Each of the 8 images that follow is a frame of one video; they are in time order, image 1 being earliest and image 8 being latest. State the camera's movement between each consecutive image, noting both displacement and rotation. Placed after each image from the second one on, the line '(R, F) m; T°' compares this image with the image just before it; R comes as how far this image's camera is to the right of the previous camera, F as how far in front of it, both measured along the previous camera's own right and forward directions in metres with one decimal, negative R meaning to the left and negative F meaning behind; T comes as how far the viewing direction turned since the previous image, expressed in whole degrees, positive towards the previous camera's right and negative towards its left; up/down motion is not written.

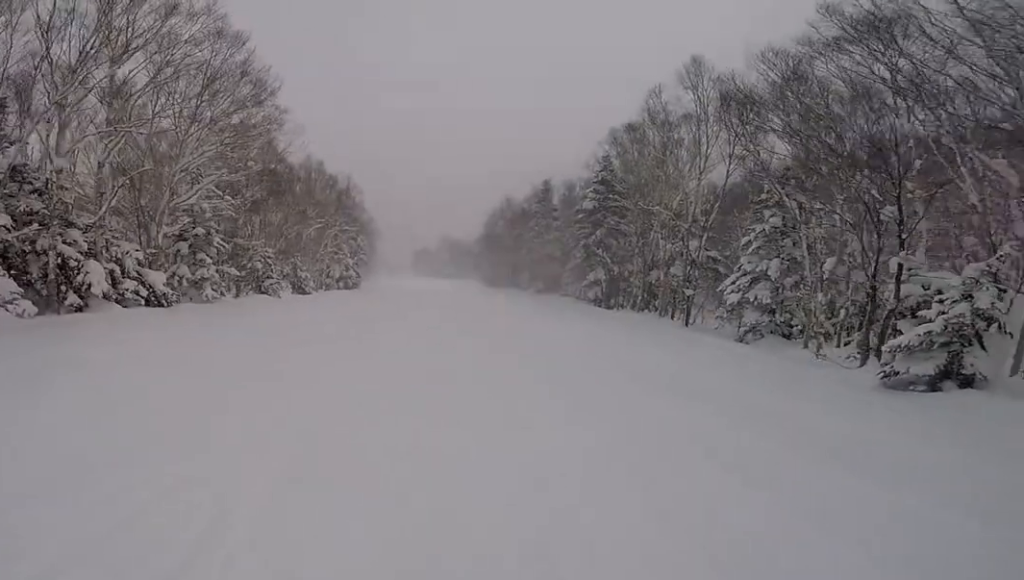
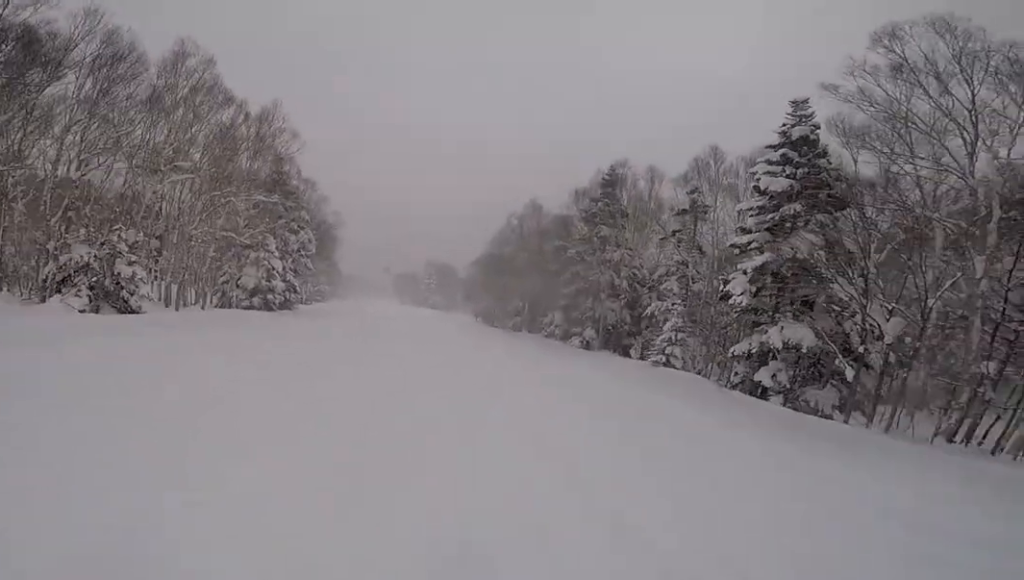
(-1.7, +24.8) m; +2°
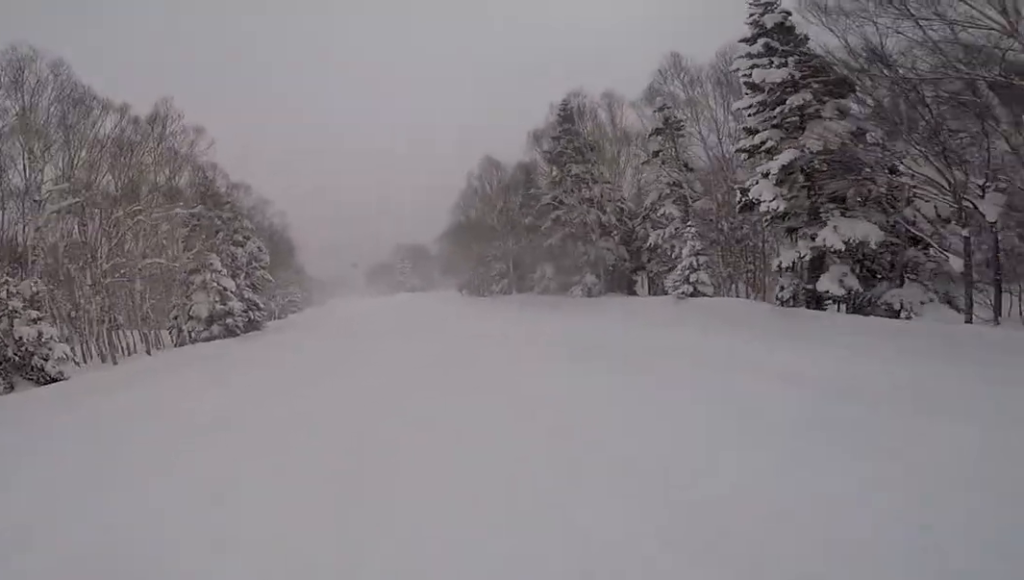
(+0.8, +4.0) m; 0°
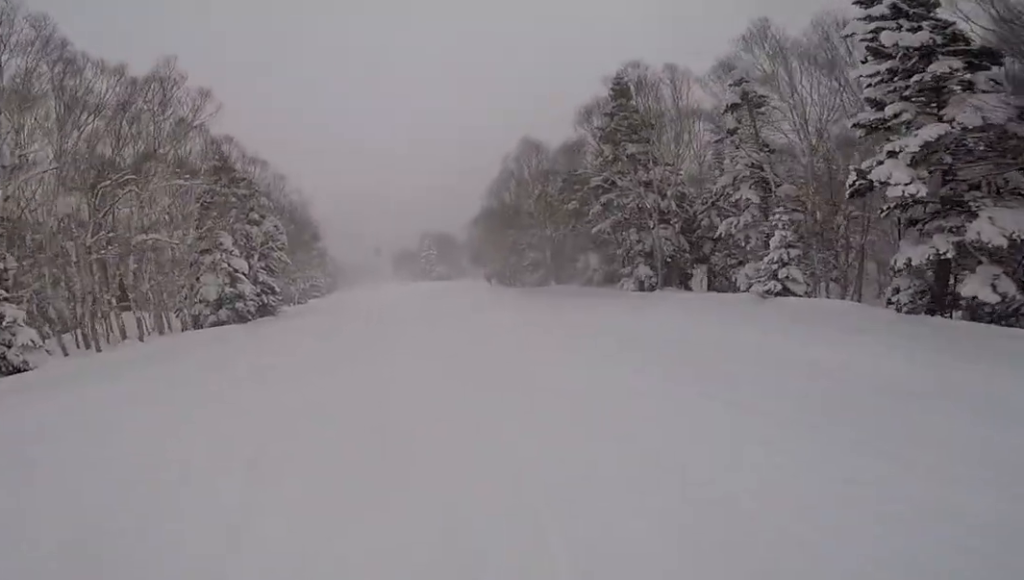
(-0.7, +3.2) m; -2°
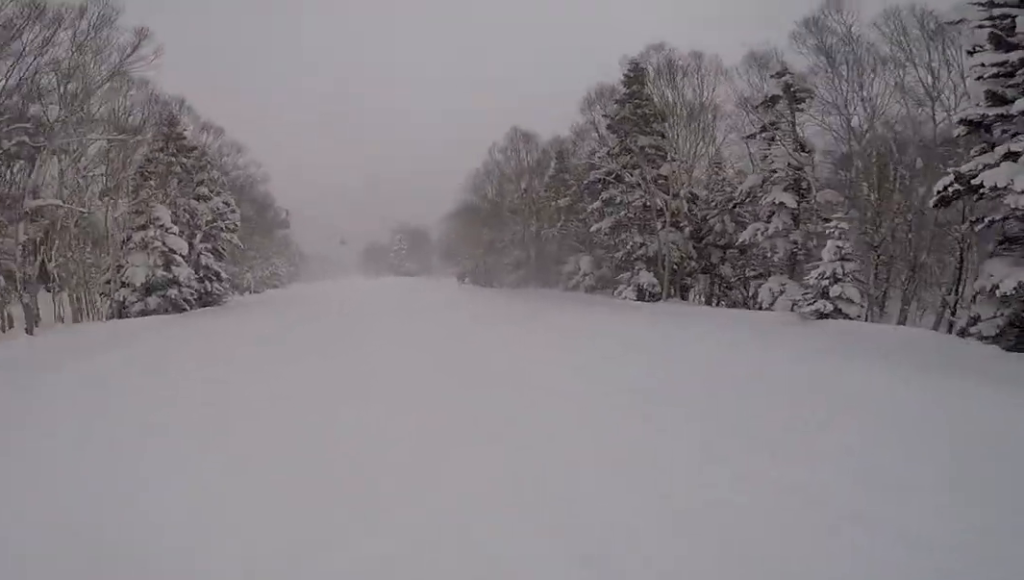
(-0.8, +4.2) m; -3°
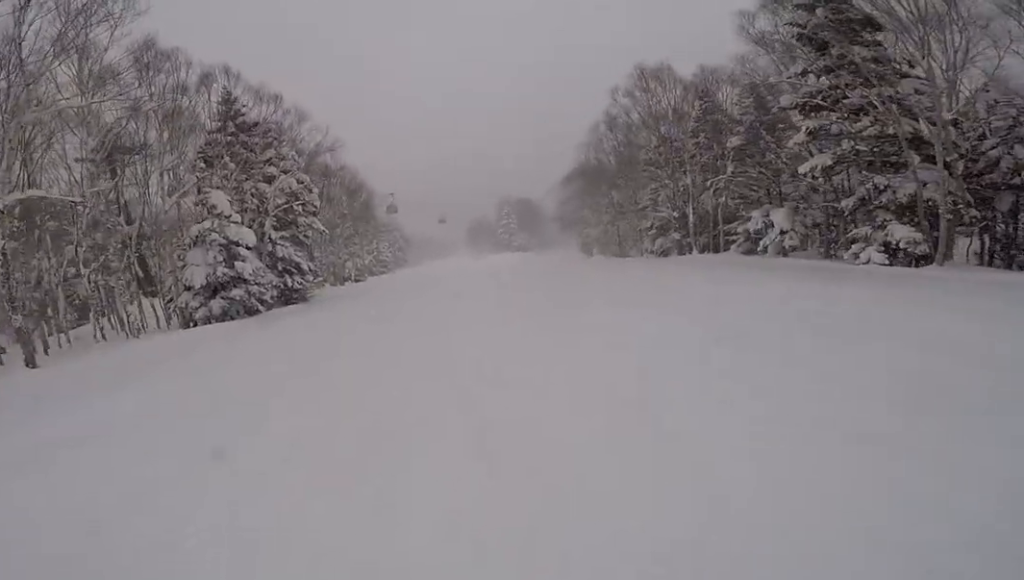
(+0.8, +6.4) m; 0°
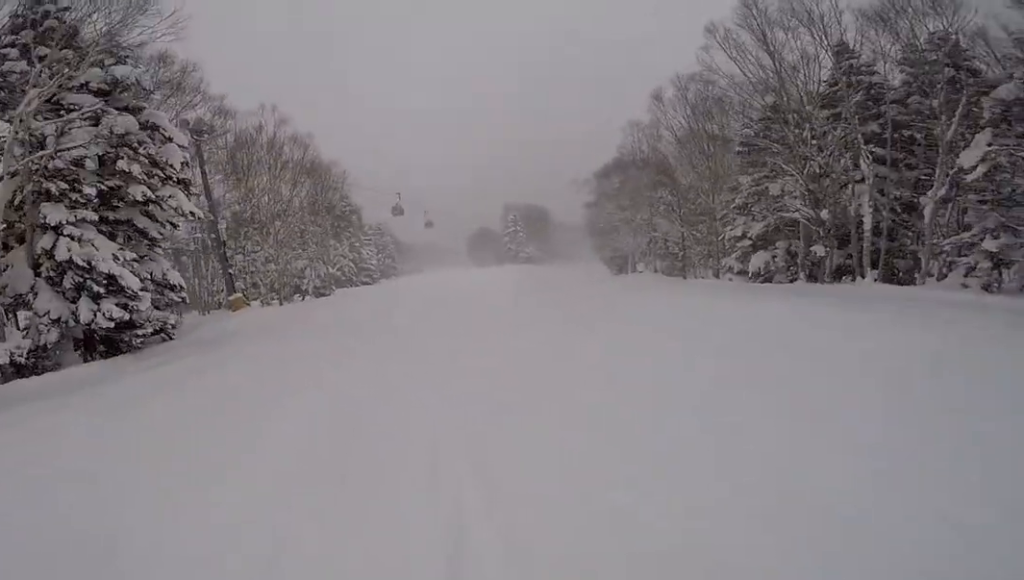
(-0.9, +13.5) m; -6°
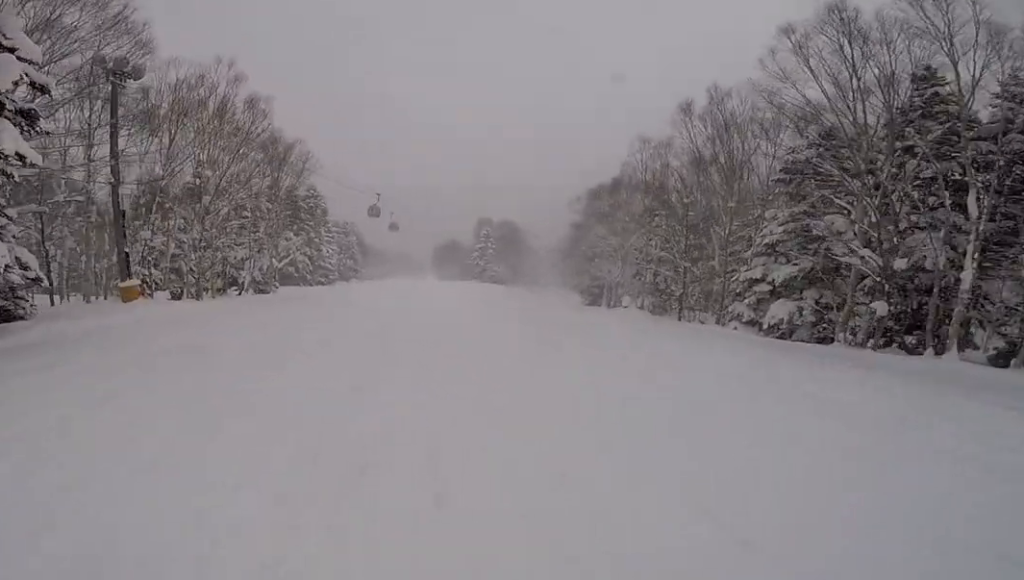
(+0.1, +5.4) m; -1°
